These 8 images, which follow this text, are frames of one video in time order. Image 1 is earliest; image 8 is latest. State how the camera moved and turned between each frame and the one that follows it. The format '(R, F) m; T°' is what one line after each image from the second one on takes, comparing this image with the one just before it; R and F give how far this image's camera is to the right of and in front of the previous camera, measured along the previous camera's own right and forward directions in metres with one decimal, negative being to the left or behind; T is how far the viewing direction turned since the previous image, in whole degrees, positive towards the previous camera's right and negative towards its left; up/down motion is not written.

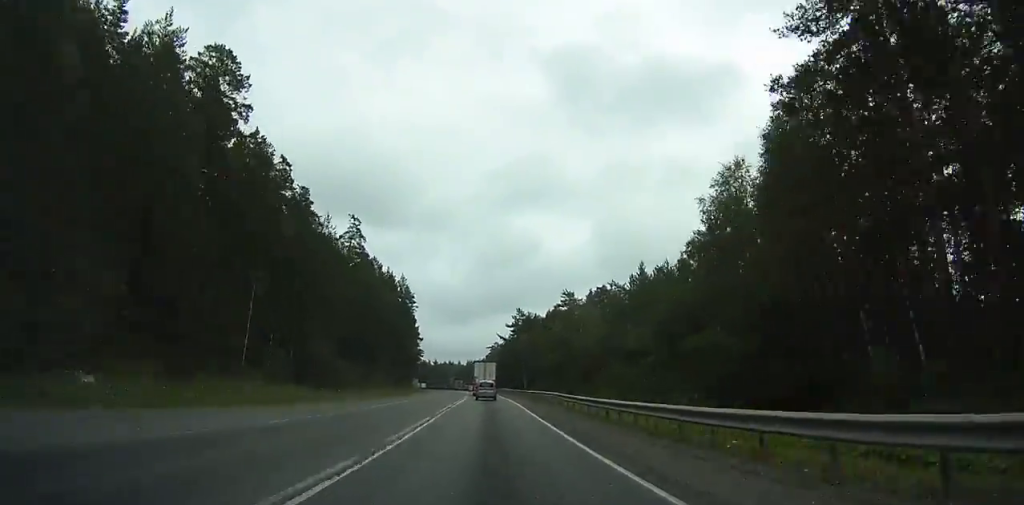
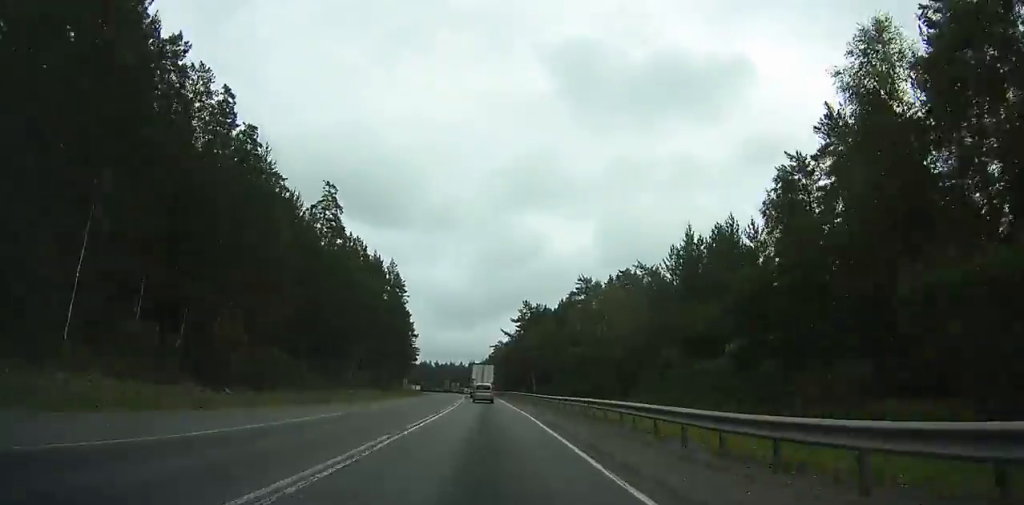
(+0.1, +19.6) m; 0°
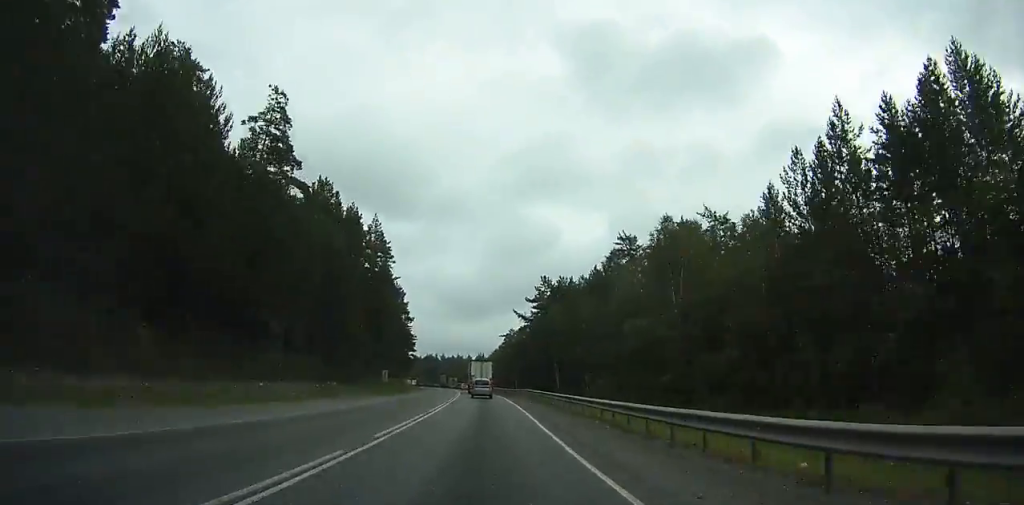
(+0.1, +27.9) m; 0°
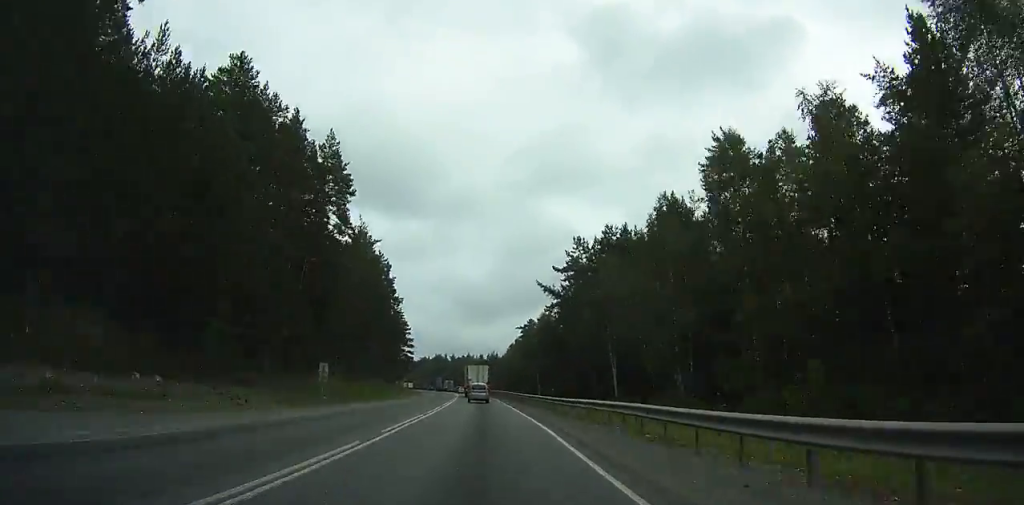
(+0.1, +33.2) m; -2°
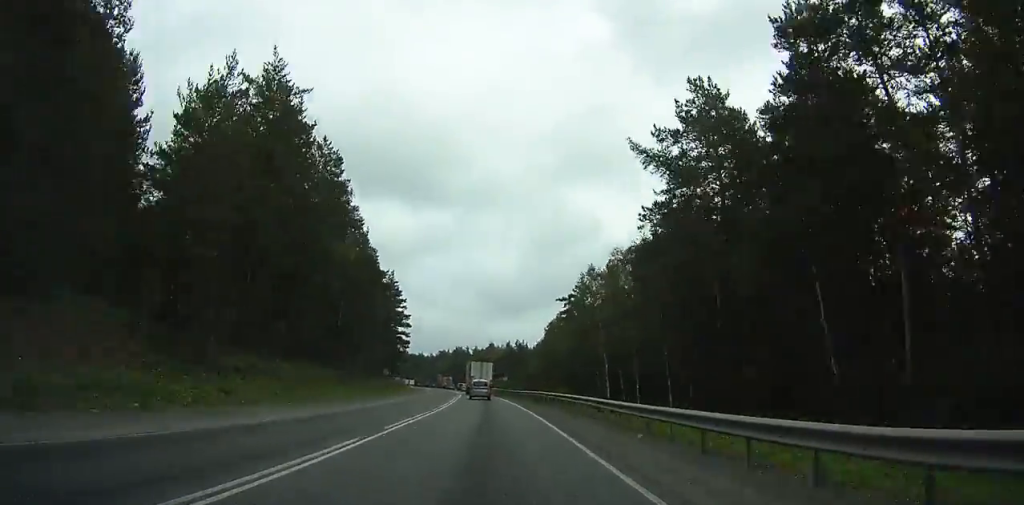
(-1.3, +45.5) m; -2°
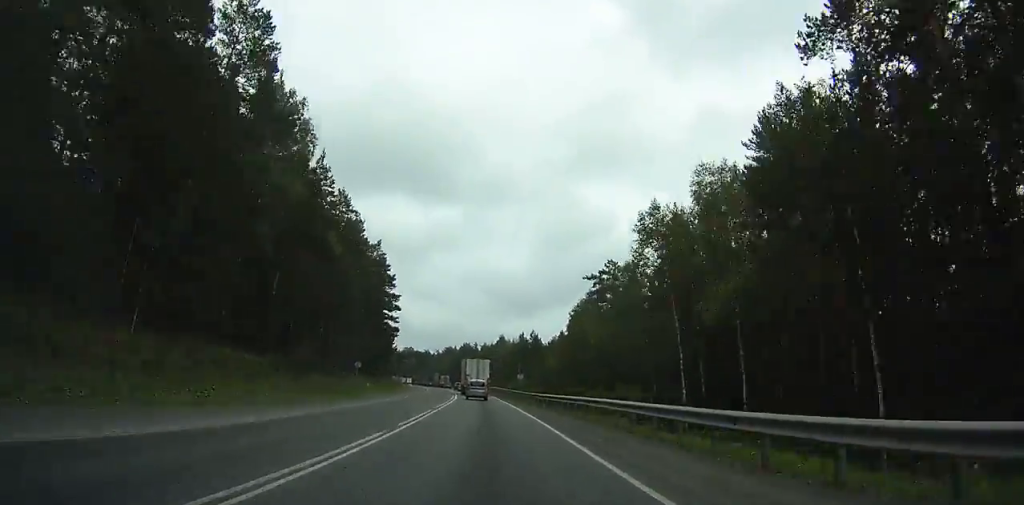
(+0.1, +20.5) m; -1°
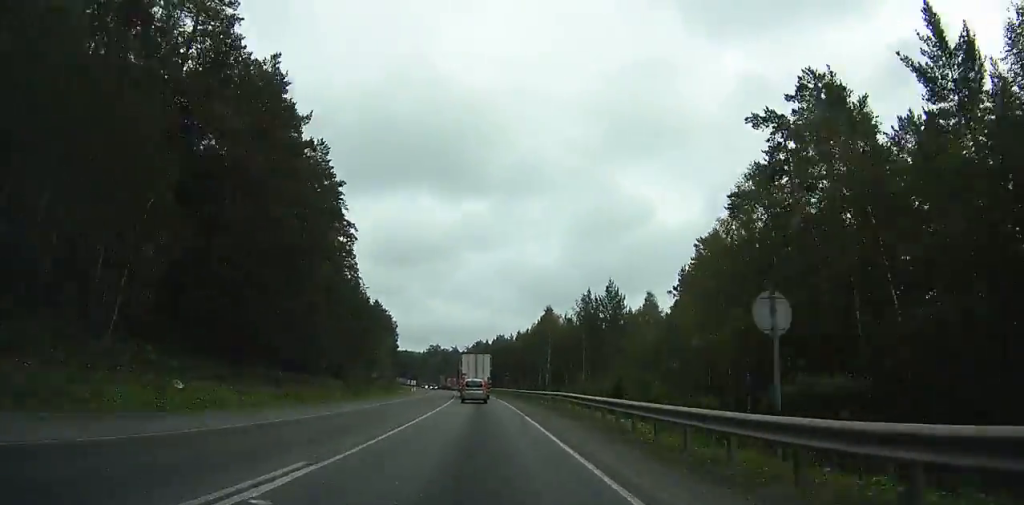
(-1.7, +52.0) m; -3°
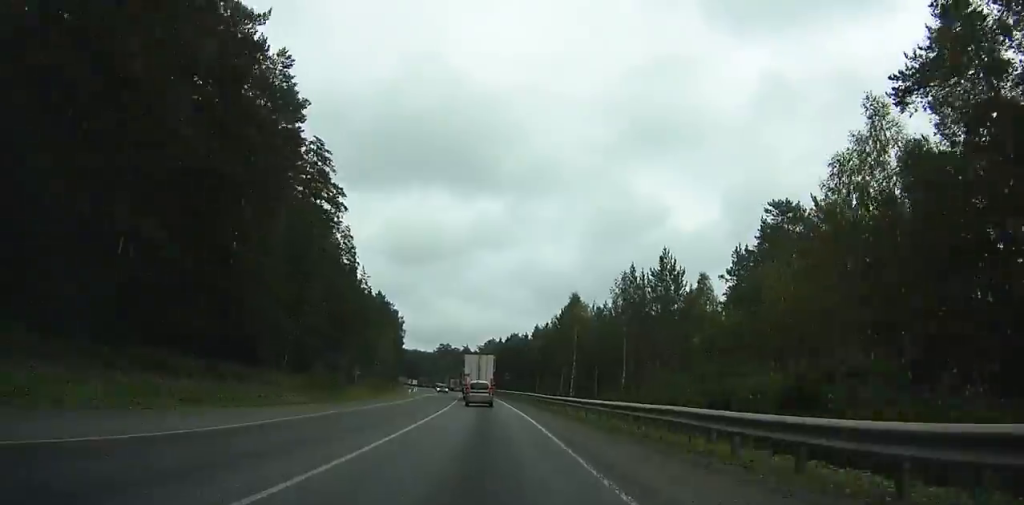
(+0.2, +17.0) m; -1°
